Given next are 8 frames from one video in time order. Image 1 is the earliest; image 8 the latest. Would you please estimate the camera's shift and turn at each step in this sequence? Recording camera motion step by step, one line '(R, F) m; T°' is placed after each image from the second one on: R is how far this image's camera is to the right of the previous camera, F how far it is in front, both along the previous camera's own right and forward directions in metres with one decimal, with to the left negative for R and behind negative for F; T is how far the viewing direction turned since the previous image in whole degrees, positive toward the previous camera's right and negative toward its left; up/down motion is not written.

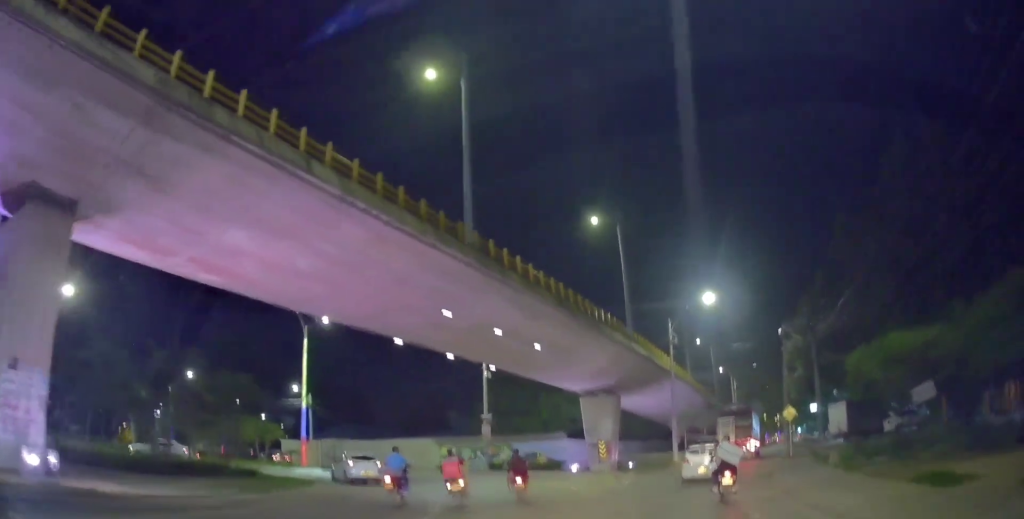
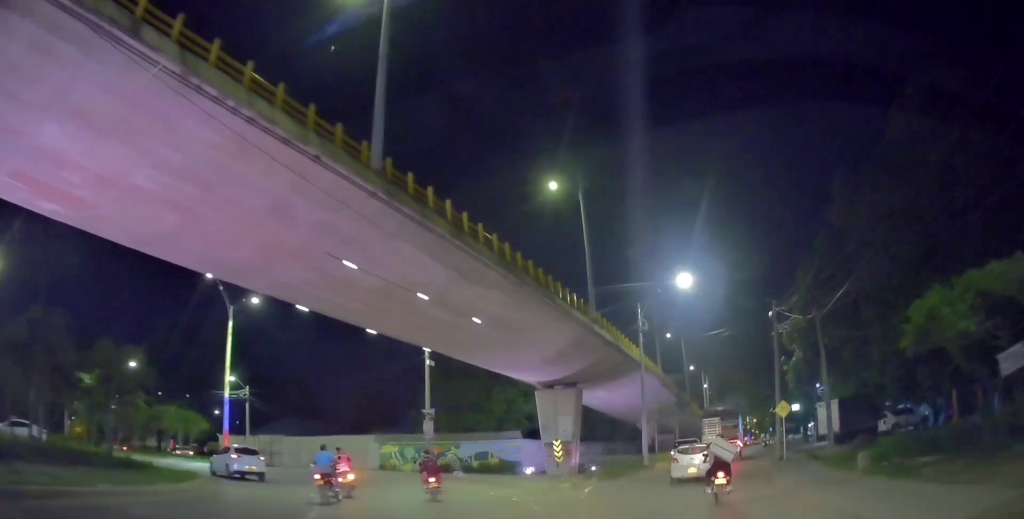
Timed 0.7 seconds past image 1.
(+0.3, +4.5) m; +7°
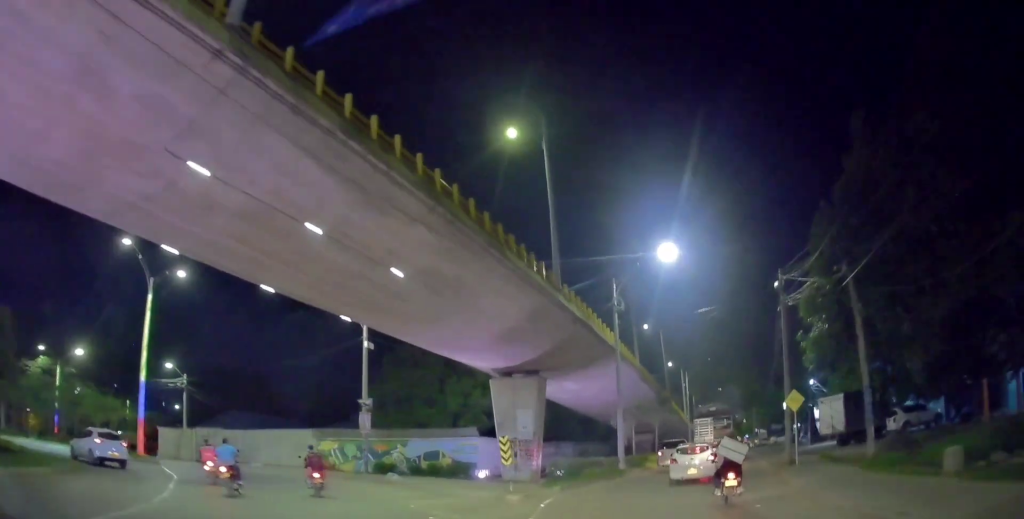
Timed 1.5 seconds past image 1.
(+0.3, +5.2) m; +2°
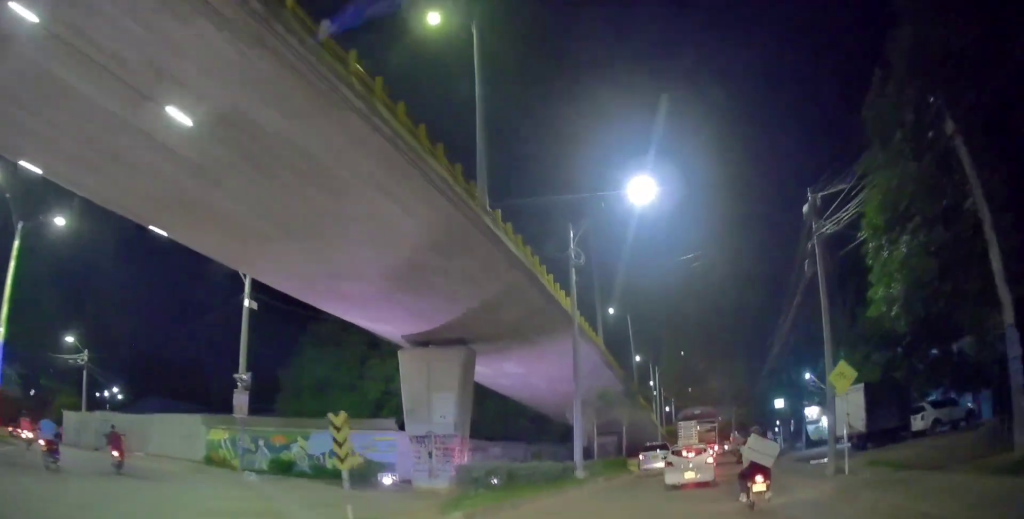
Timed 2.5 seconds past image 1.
(0.0, +7.9) m; +3°
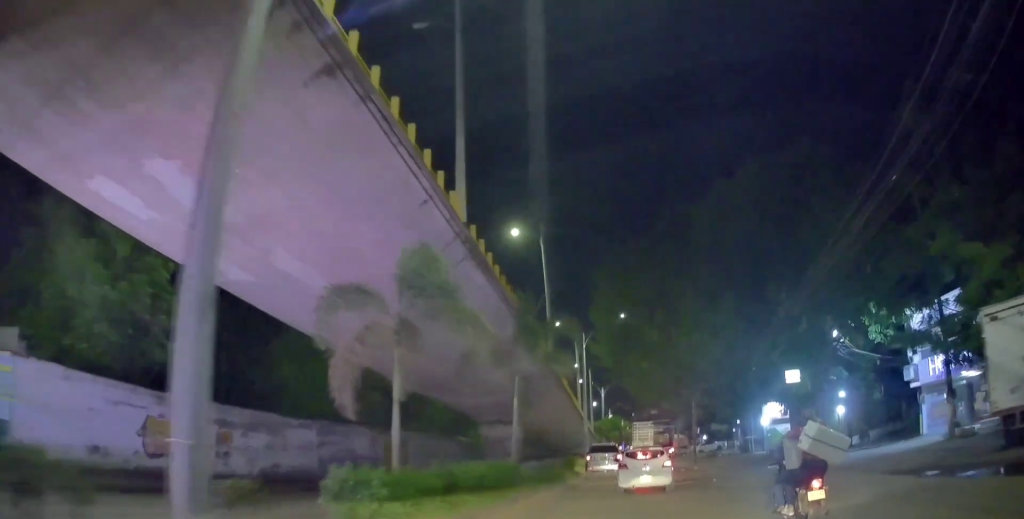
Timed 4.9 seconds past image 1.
(+1.6, +18.8) m; +6°
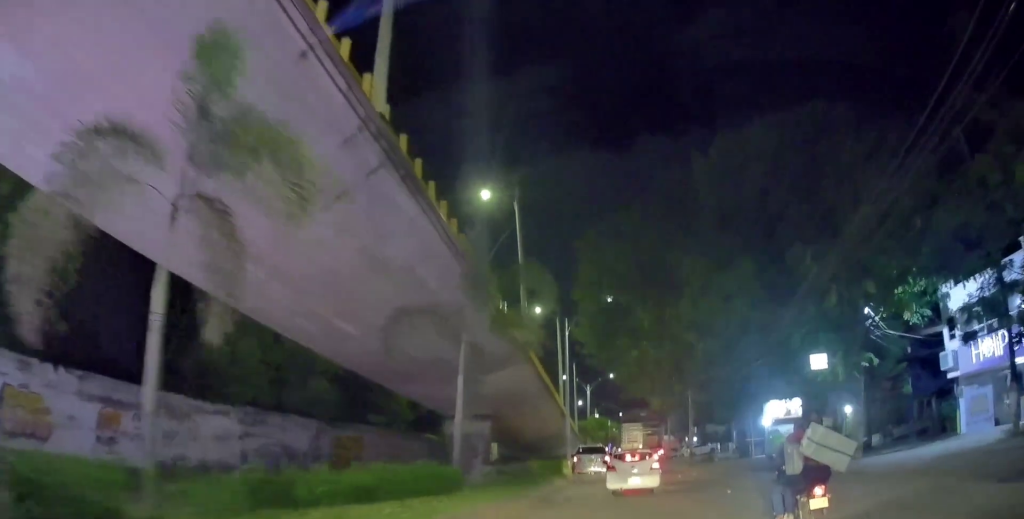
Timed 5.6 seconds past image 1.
(-0.1, +5.1) m; 0°
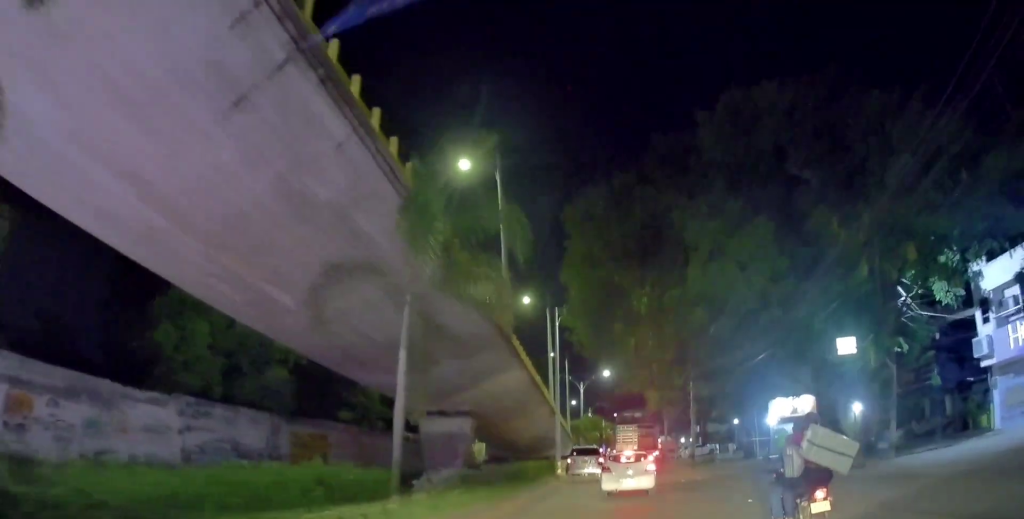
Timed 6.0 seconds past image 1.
(0.0, +3.3) m; +3°
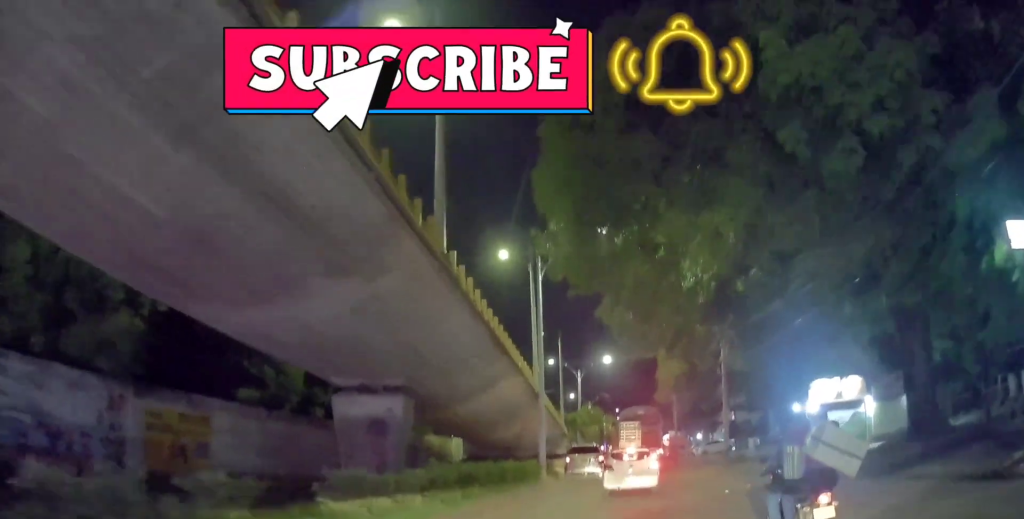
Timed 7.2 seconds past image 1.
(+0.8, +9.4) m; +6°
